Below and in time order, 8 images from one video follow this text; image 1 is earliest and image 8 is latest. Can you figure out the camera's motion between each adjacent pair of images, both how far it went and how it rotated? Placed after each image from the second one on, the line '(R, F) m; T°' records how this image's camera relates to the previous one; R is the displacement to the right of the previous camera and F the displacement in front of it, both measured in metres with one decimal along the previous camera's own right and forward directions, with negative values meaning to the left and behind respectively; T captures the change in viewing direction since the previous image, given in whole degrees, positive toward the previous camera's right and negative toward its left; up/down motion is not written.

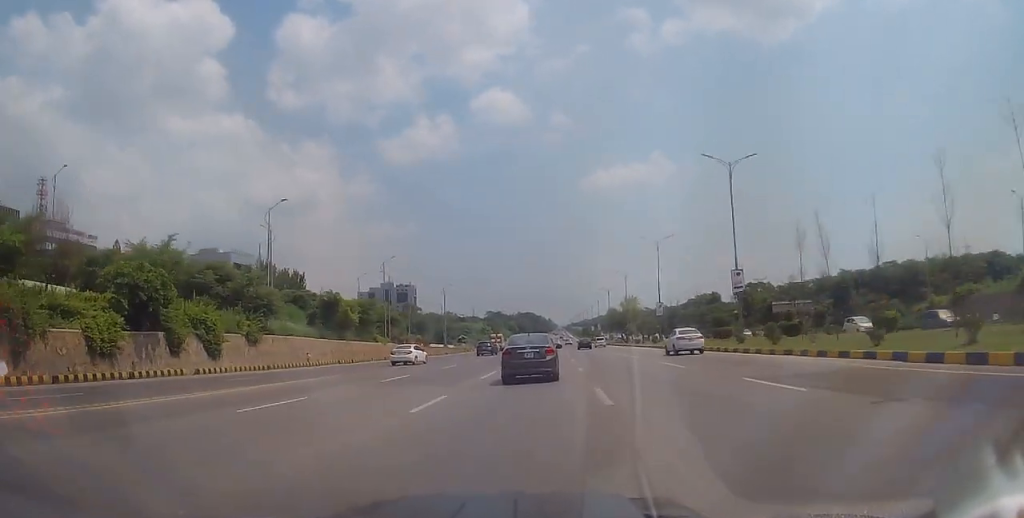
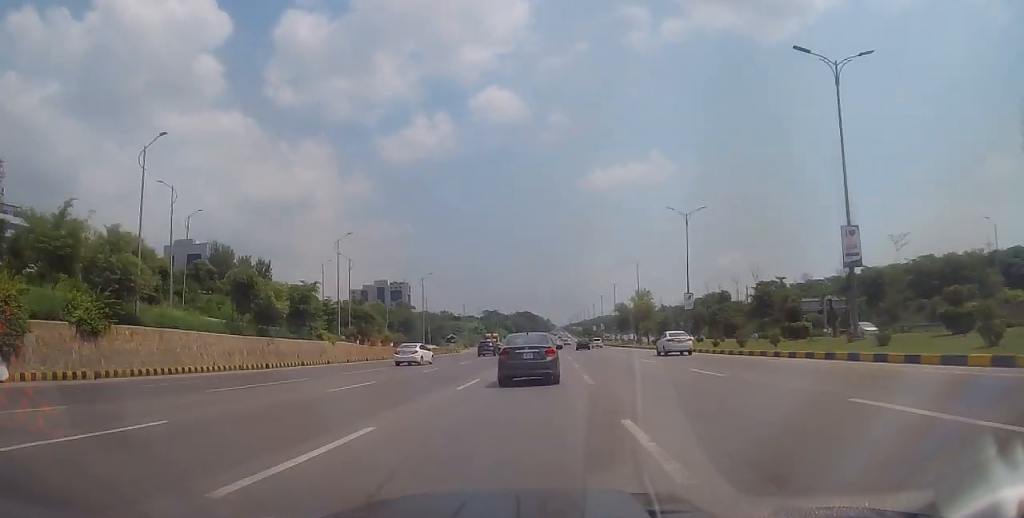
(-0.1, +17.7) m; -1°
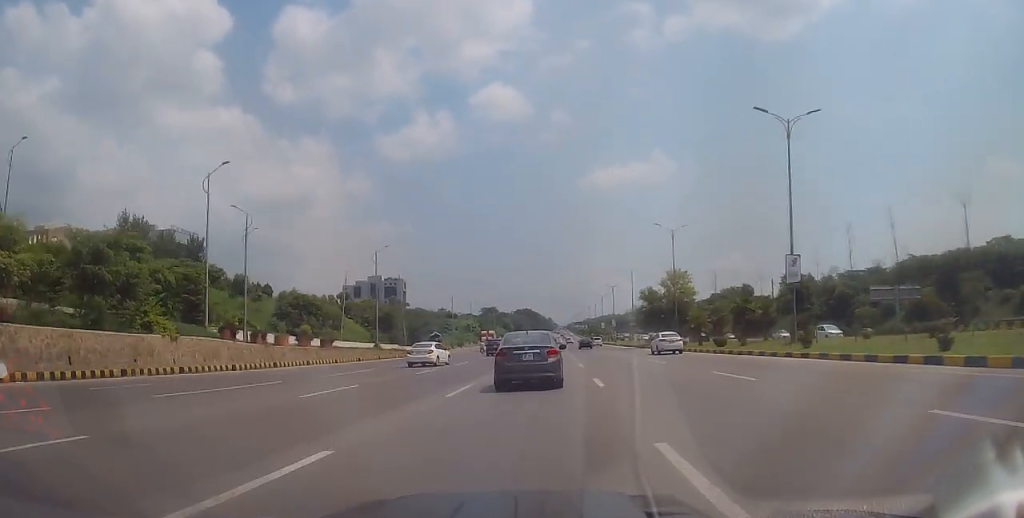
(-0.2, +27.1) m; +1°
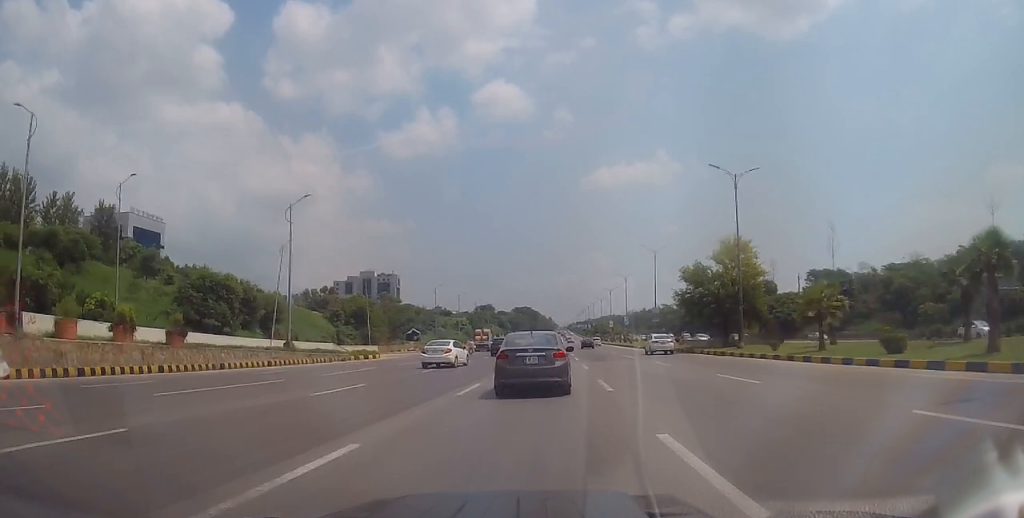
(+0.4, +23.9) m; -1°
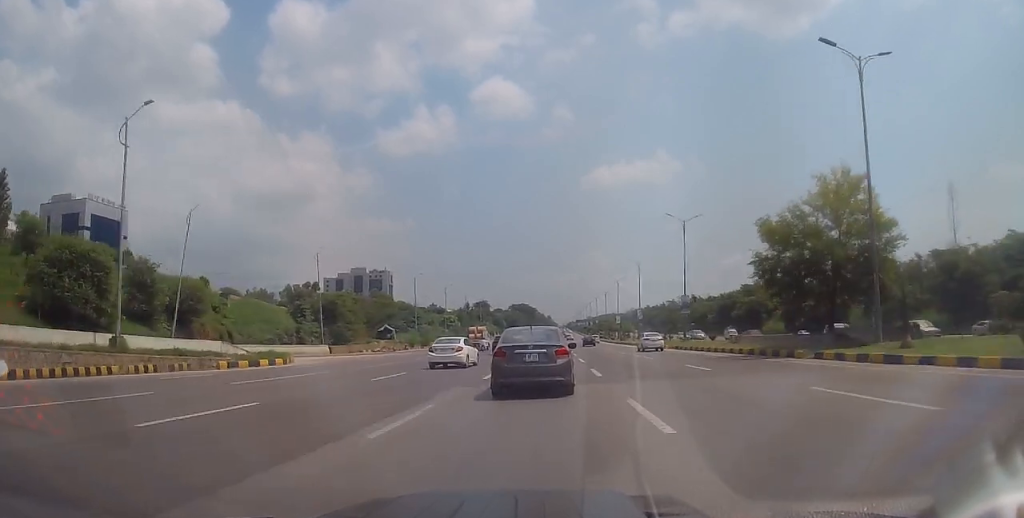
(-0.5, +19.9) m; -1°
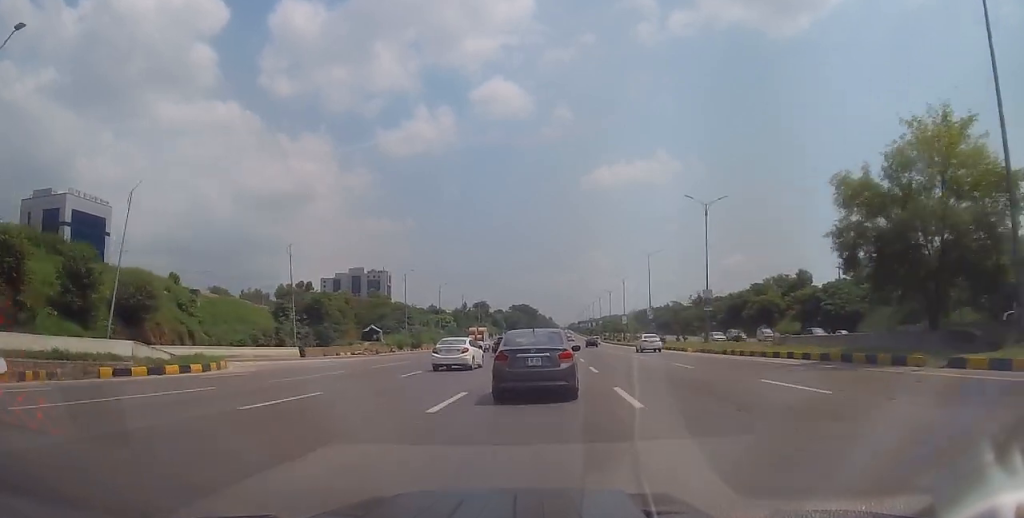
(0.0, +9.0) m; 0°
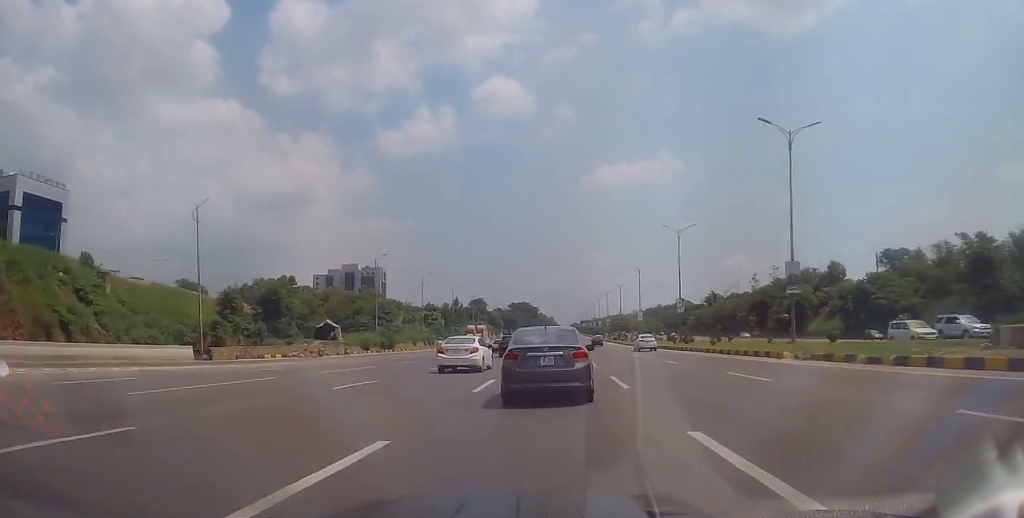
(+0.1, +20.2) m; +1°
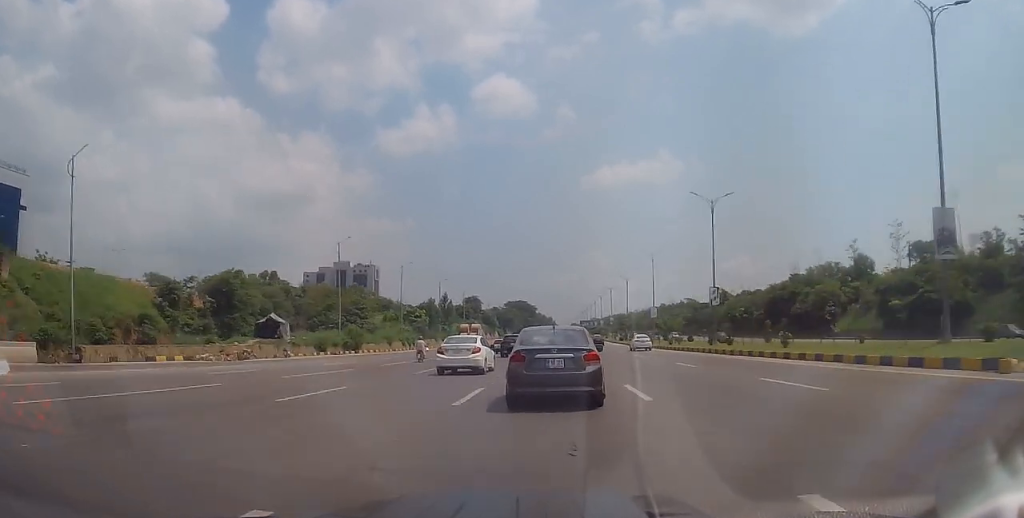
(+0.4, +15.9) m; 0°
